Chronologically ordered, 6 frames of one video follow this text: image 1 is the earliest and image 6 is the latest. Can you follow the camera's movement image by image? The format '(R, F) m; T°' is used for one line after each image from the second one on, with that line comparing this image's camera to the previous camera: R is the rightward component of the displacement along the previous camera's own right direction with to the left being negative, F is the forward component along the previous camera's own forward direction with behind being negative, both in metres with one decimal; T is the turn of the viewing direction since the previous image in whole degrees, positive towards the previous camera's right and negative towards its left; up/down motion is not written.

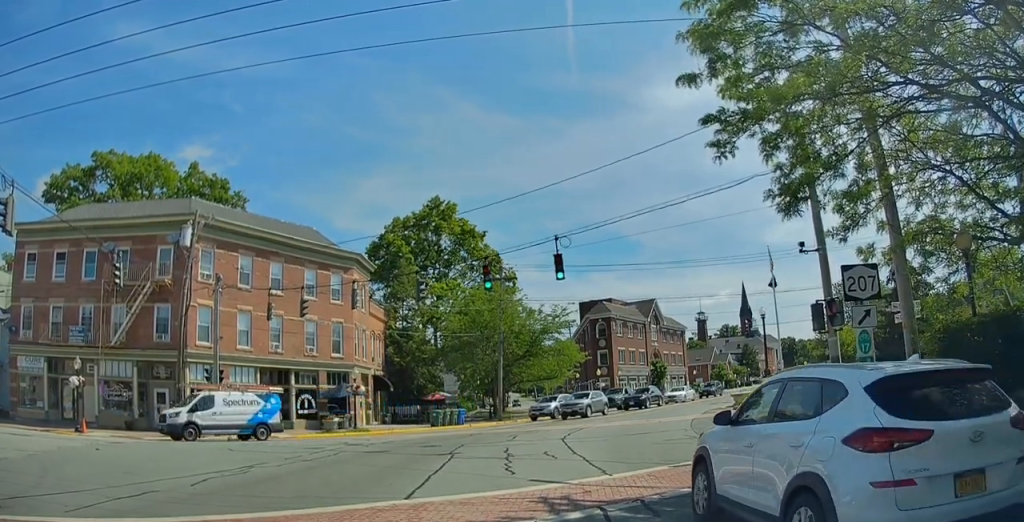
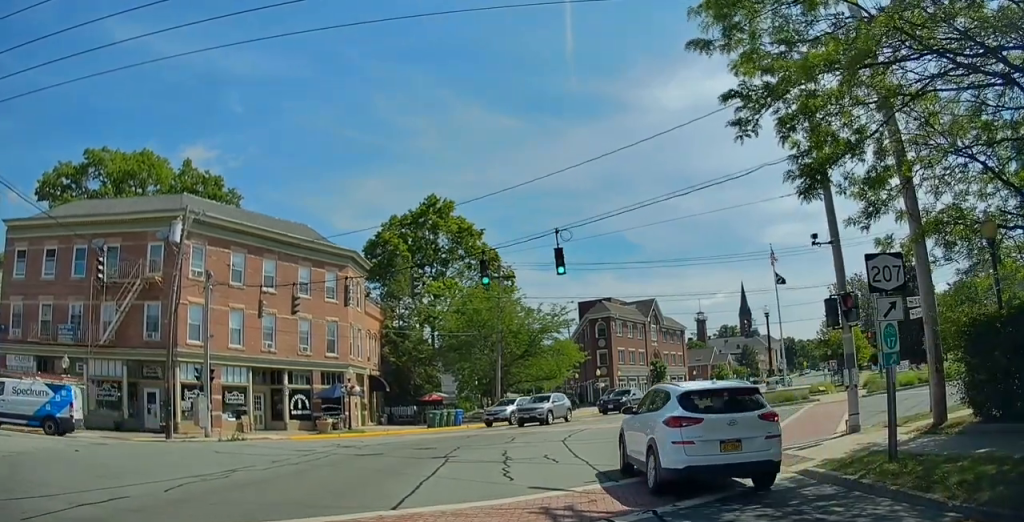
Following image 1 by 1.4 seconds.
(-0.2, +0.2) m; 0°
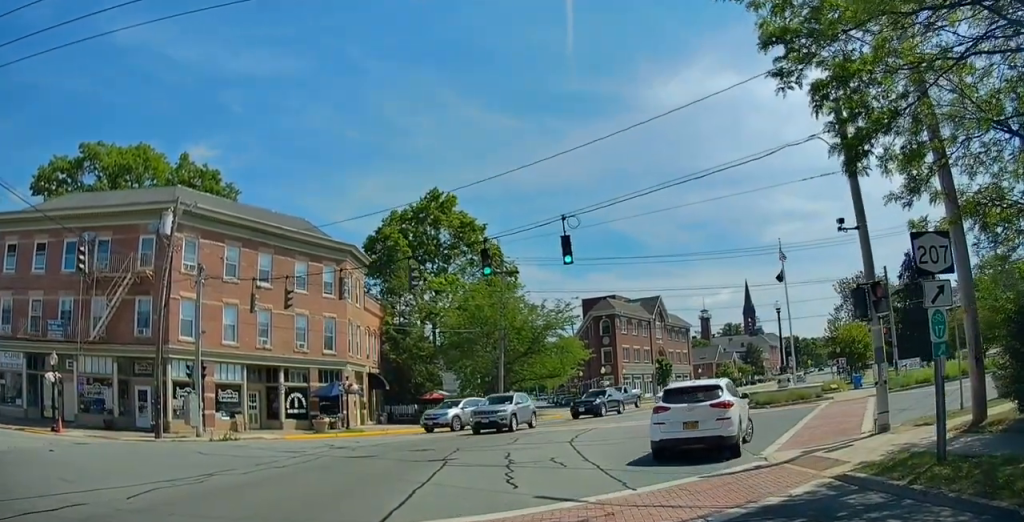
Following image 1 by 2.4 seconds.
(+0.1, +0.3) m; 0°
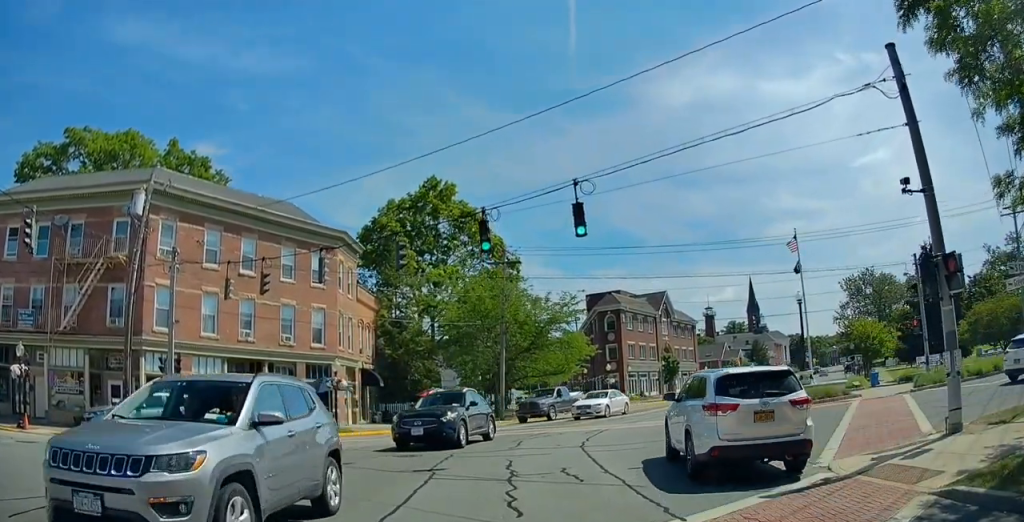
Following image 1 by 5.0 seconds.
(-0.4, +1.6) m; 0°
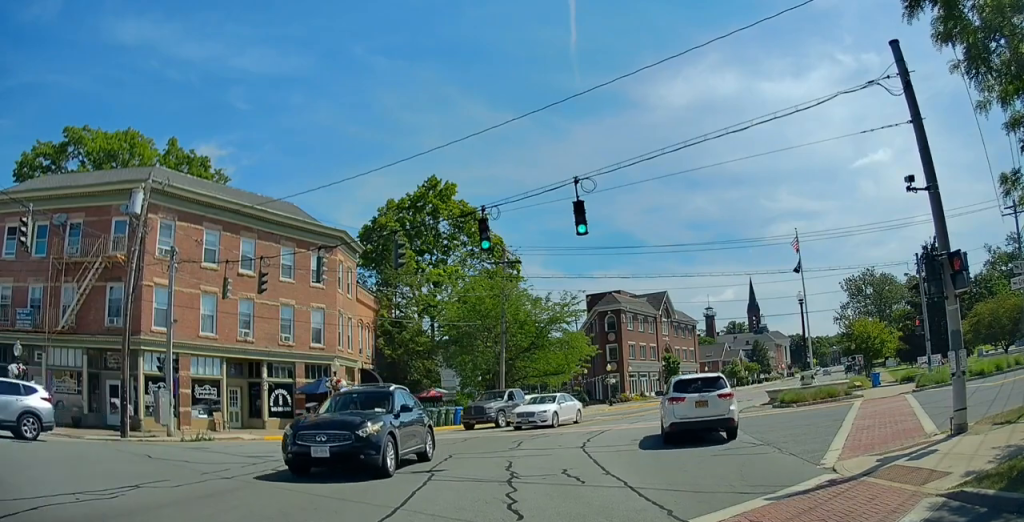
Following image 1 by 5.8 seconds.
(-0.1, +0.5) m; 0°
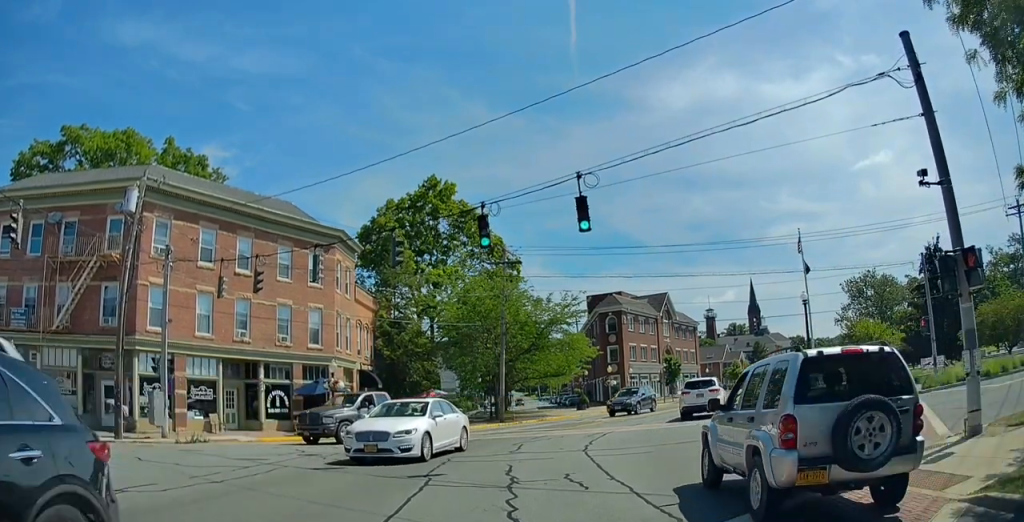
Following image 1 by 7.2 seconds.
(-0.4, +0.8) m; 0°
